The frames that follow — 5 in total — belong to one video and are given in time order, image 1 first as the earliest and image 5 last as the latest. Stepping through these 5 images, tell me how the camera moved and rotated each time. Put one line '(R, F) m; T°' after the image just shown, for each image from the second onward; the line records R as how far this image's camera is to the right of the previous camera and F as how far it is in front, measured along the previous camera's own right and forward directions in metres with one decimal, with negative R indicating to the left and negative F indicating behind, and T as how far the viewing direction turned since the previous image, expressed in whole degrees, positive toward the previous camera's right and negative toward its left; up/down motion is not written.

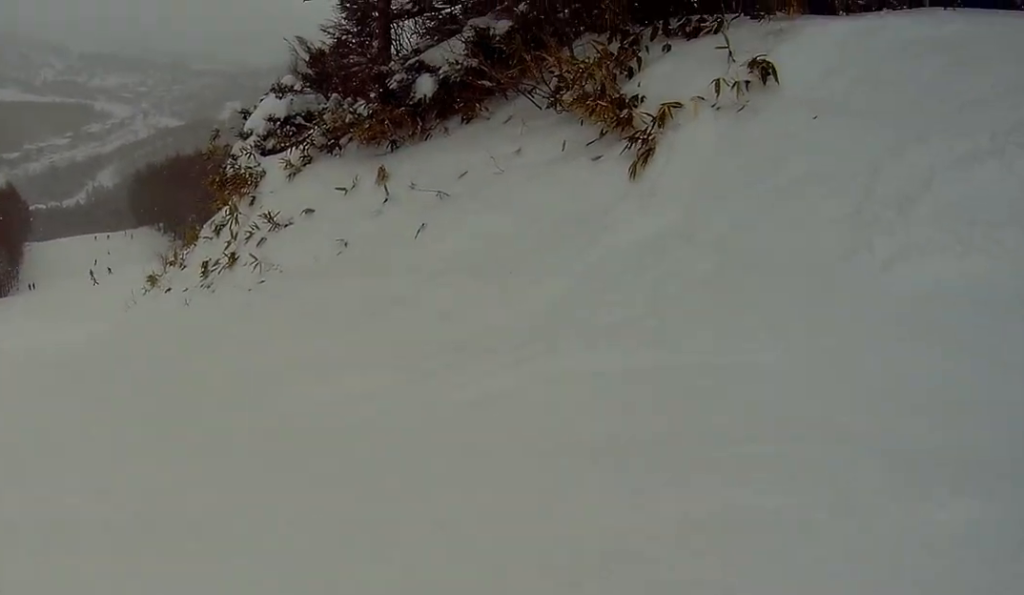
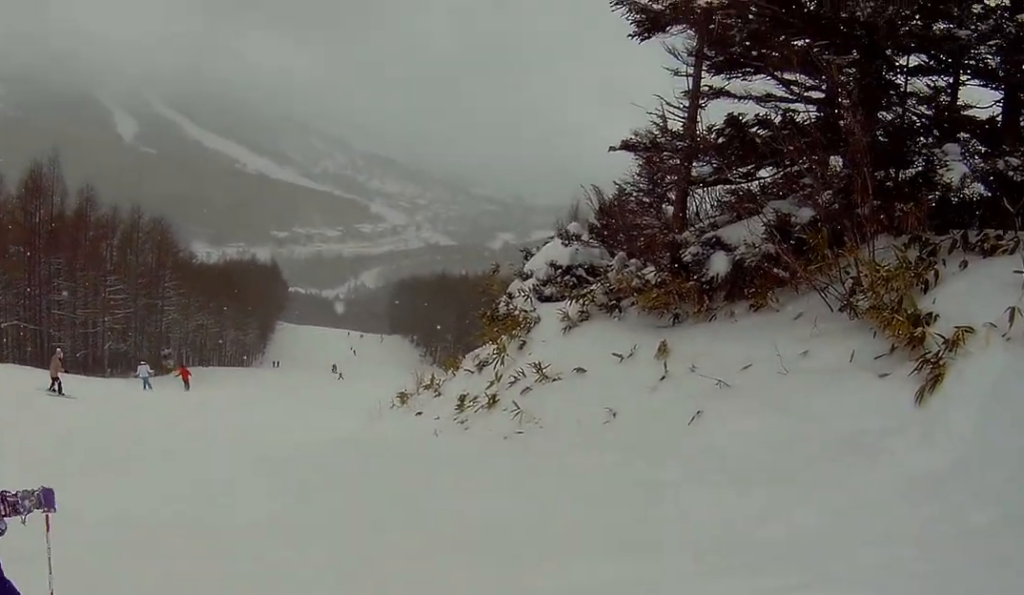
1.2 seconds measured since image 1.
(-0.8, +5.8) m; -10°
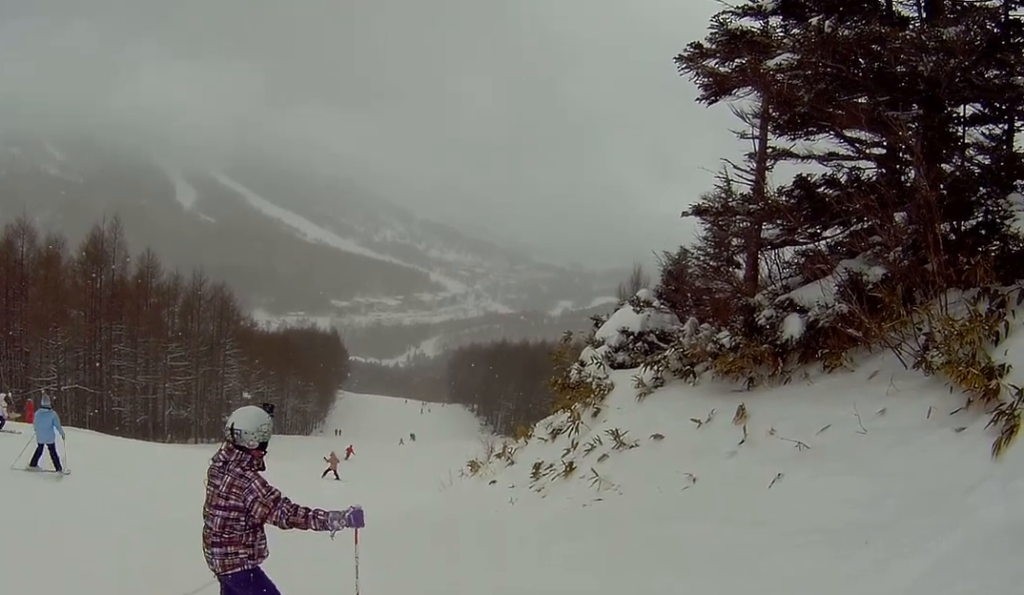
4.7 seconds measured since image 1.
(+0.9, +14.0) m; +1°
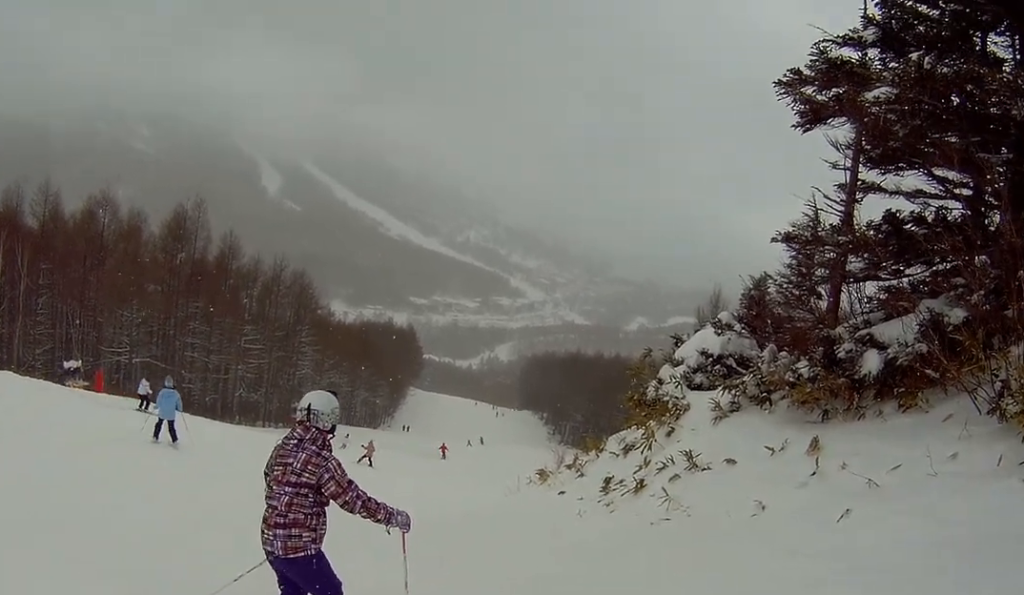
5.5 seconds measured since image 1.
(-0.5, +2.7) m; -10°
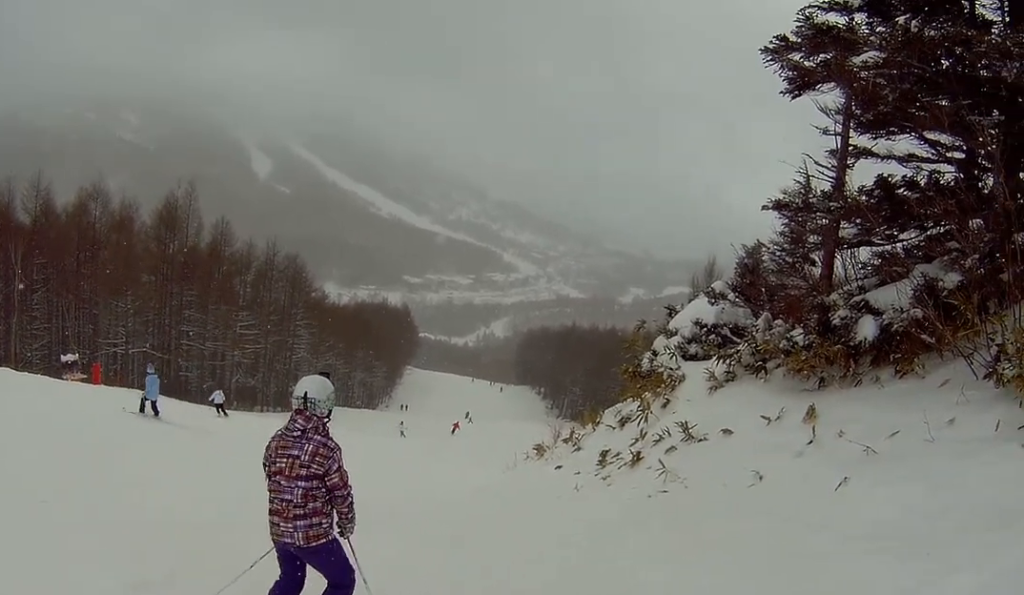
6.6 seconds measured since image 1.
(-0.2, +3.7) m; +4°
